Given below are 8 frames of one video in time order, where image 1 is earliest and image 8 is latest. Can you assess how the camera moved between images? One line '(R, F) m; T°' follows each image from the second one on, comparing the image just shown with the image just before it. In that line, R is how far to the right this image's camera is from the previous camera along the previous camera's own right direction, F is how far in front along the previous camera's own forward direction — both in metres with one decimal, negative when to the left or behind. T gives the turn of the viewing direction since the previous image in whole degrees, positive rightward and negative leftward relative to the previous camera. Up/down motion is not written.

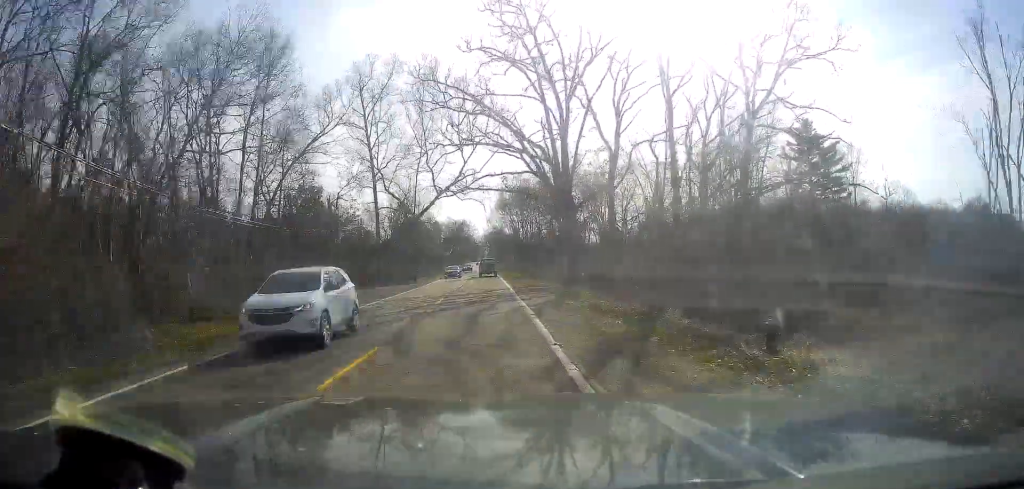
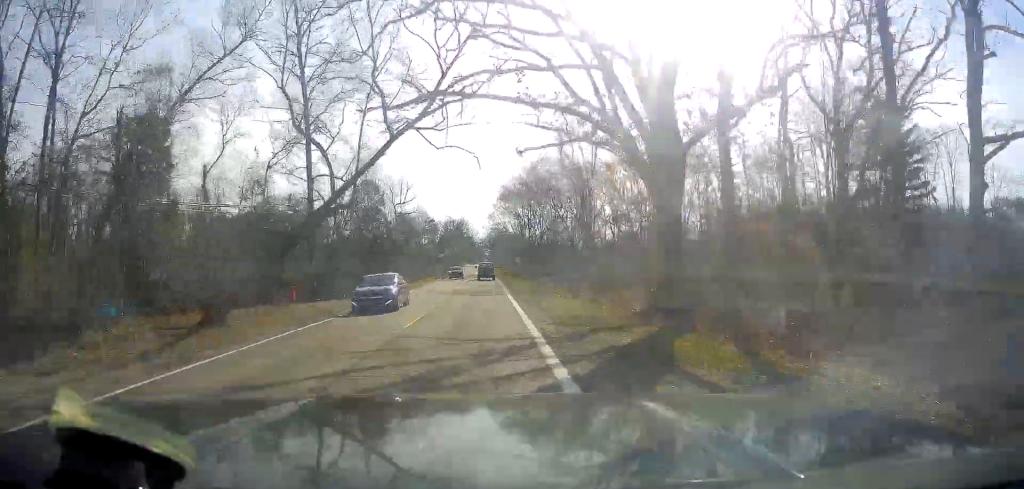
(+0.1, +22.6) m; -1°
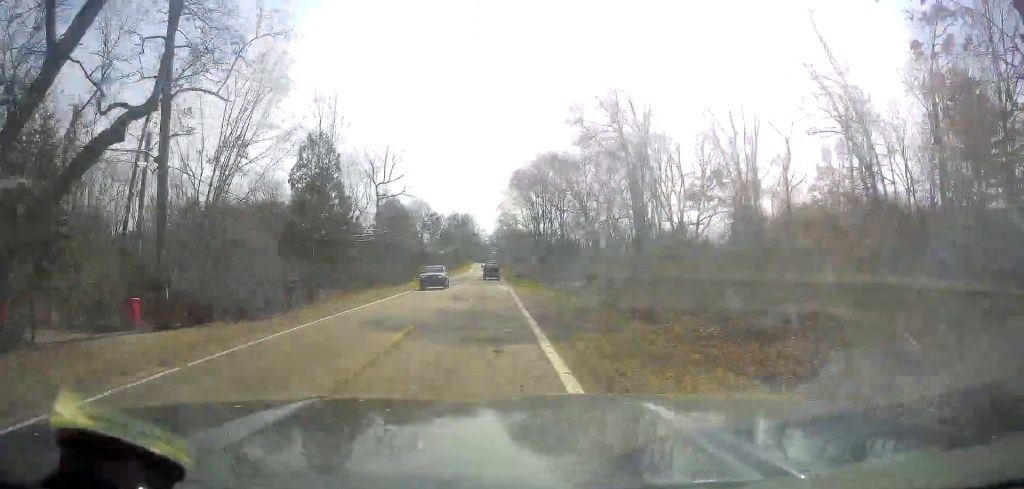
(-0.3, +18.7) m; -1°
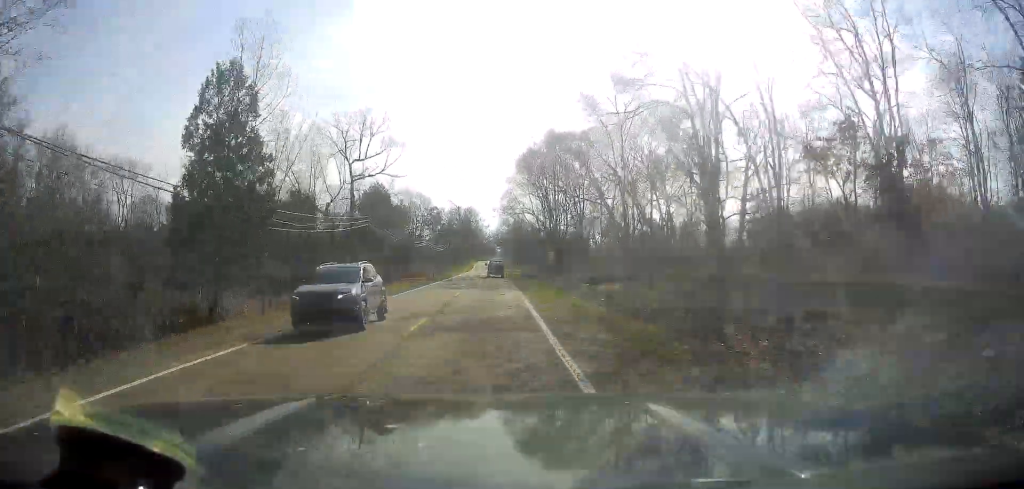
(-0.1, +14.1) m; -1°
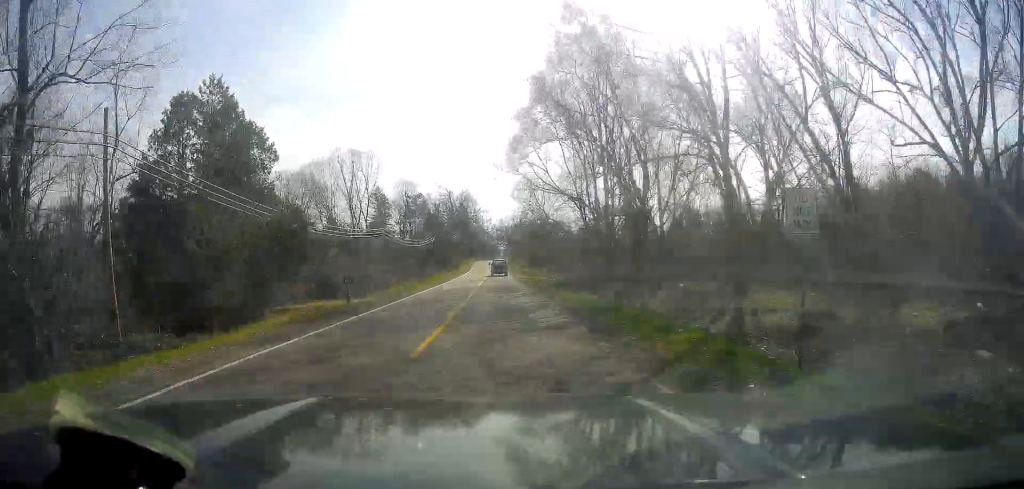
(-0.9, +40.5) m; -1°
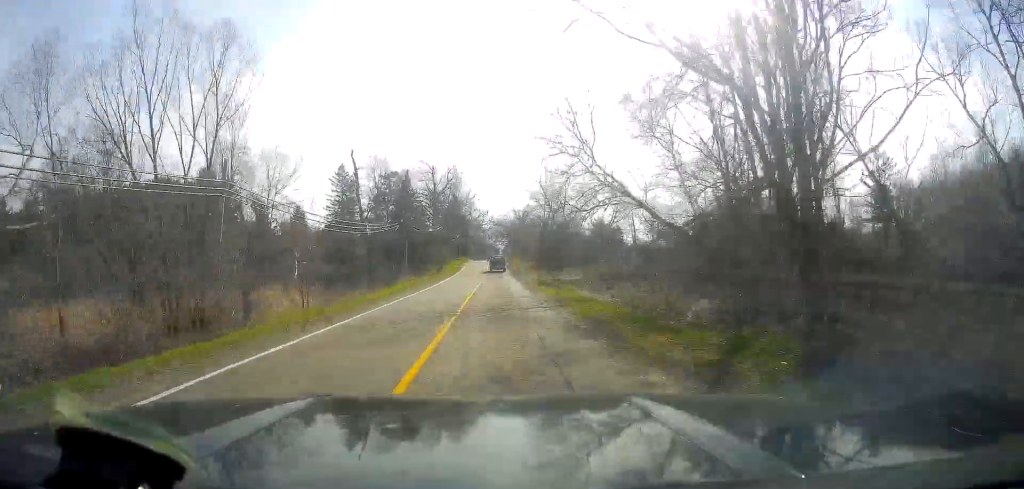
(+1.1, +34.9) m; +3°
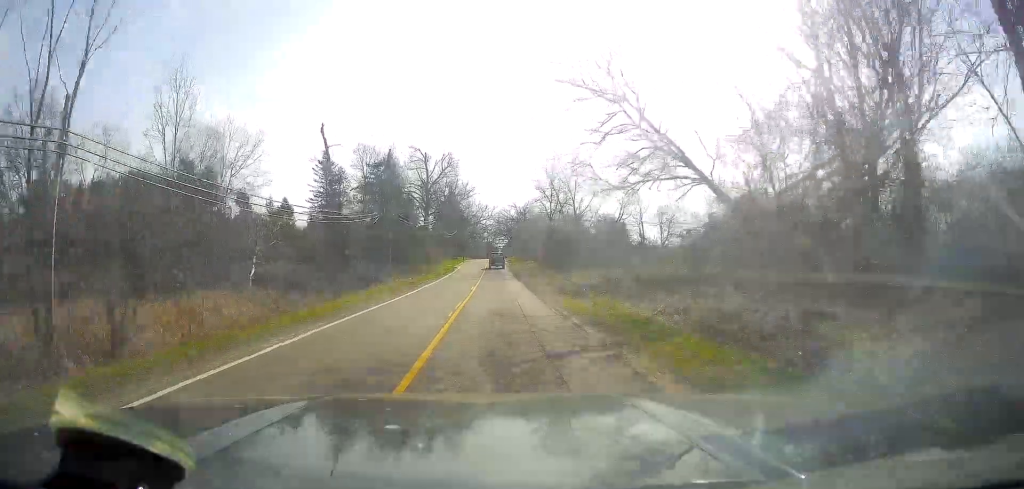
(+0.3, +10.9) m; 0°
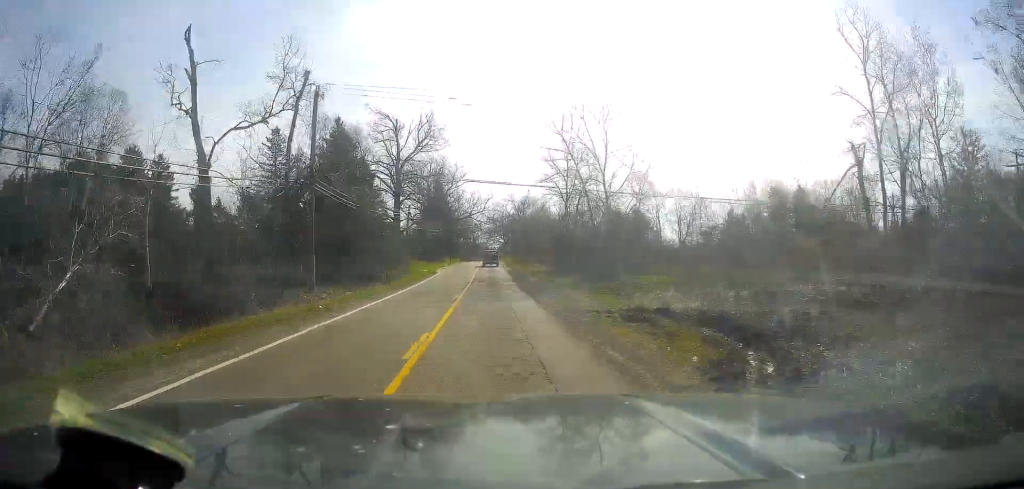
(-0.4, +23.3) m; -1°
